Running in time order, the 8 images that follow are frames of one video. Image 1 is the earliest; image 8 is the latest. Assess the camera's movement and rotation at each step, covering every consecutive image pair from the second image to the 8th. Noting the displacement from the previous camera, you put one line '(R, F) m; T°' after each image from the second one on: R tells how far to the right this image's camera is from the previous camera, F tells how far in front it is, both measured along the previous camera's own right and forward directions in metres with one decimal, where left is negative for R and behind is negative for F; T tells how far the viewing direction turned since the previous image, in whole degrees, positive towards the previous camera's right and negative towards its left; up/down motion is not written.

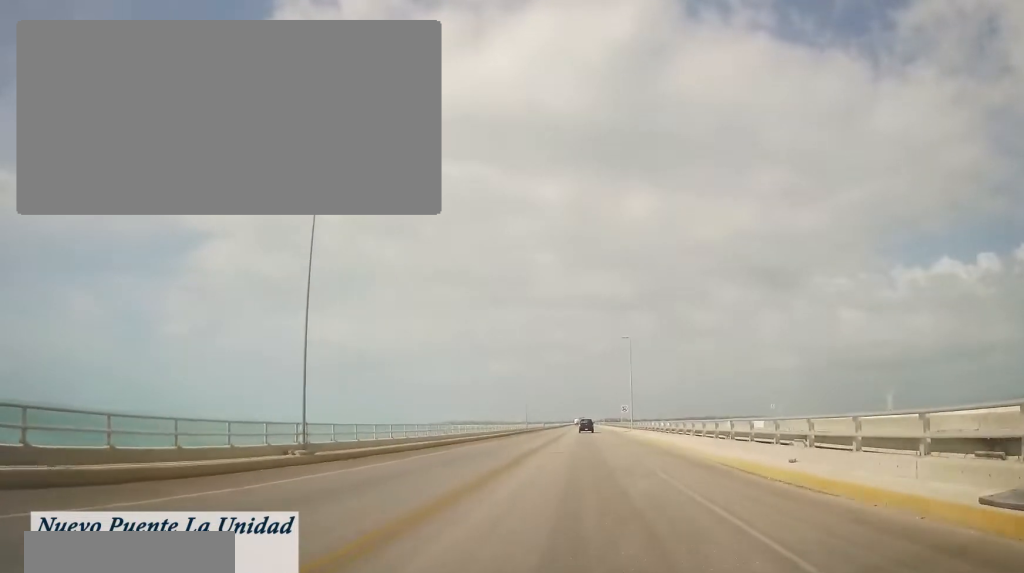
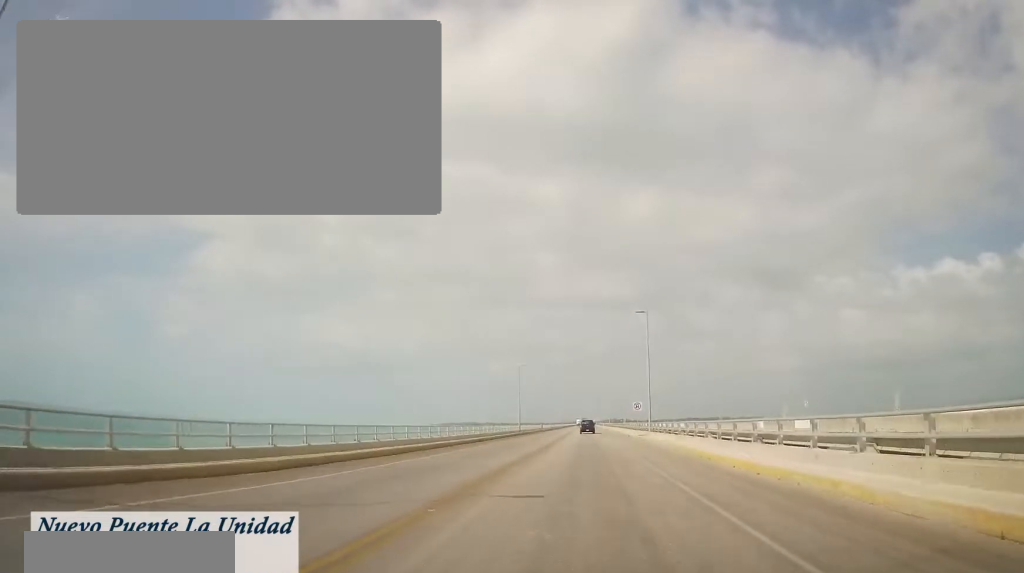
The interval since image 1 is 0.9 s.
(-0.4, +15.3) m; -1°
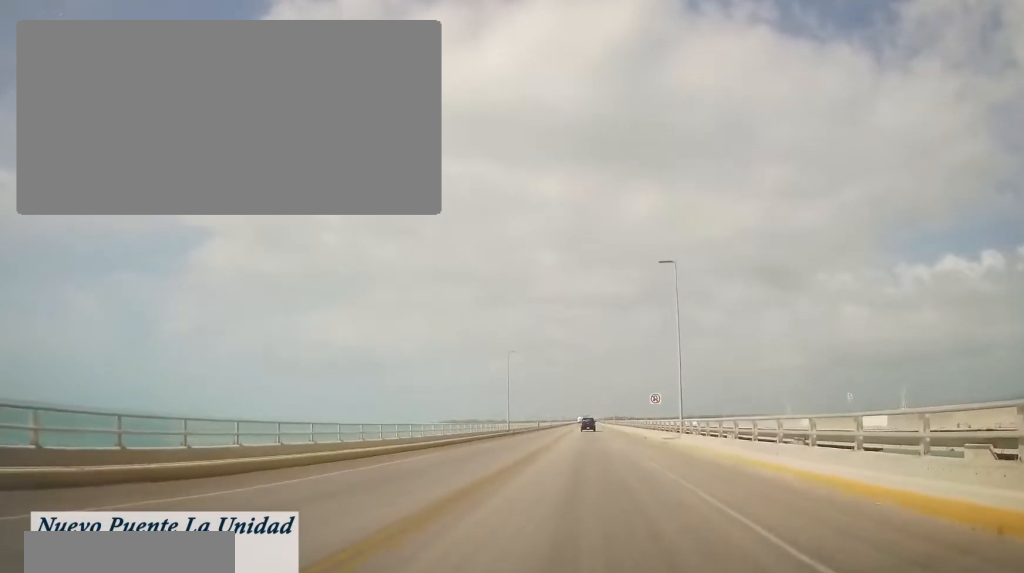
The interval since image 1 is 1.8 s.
(0.0, +14.8) m; +1°
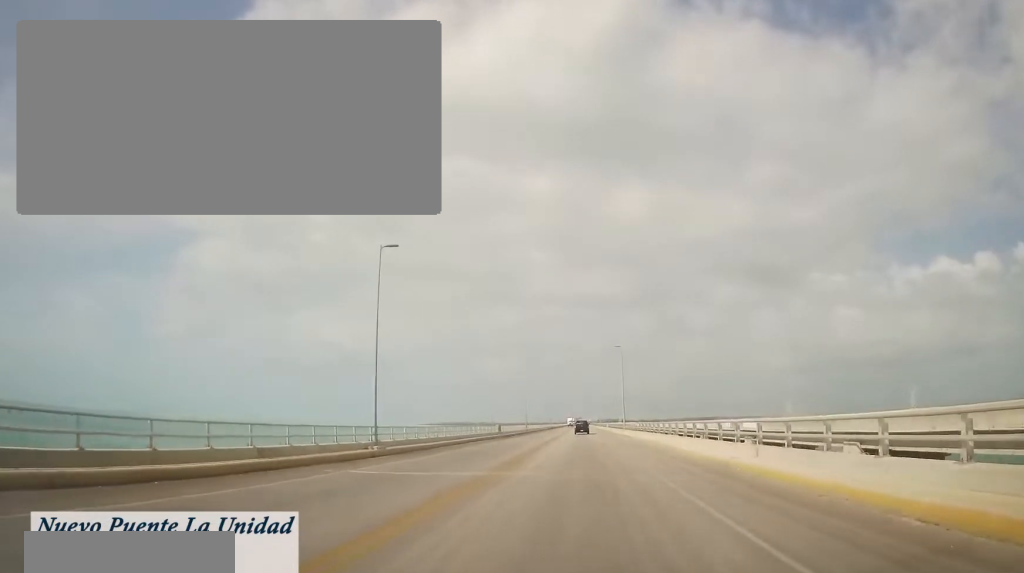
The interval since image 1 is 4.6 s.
(+0.8, +45.0) m; +2°
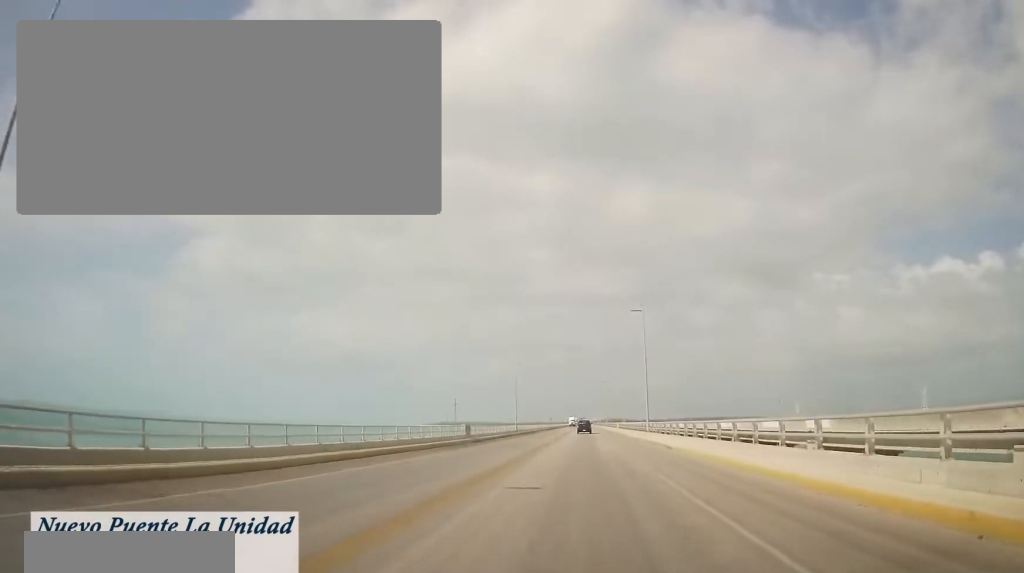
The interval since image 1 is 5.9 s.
(+0.2, +21.4) m; 0°
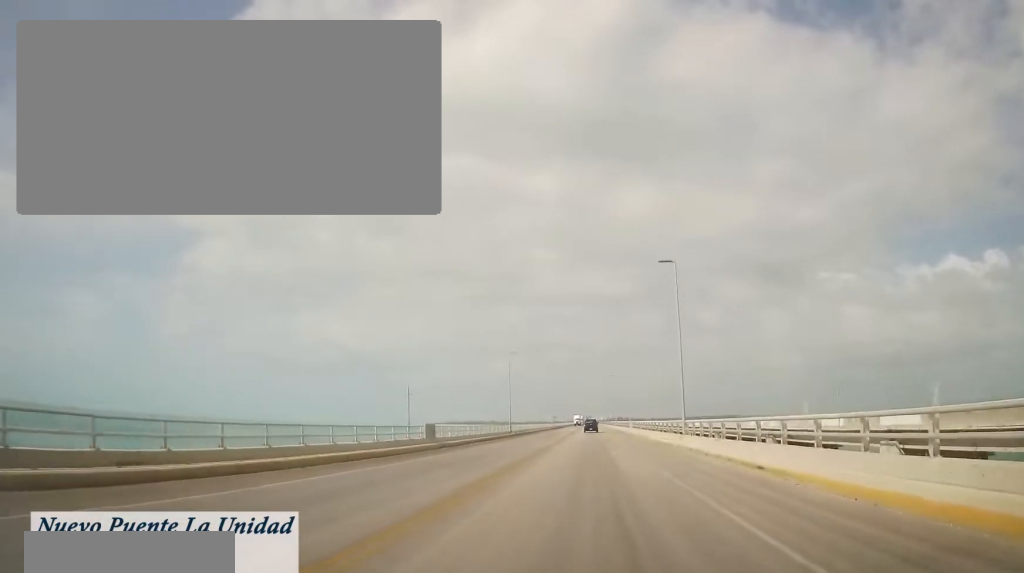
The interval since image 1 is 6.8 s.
(0.0, +14.1) m; 0°
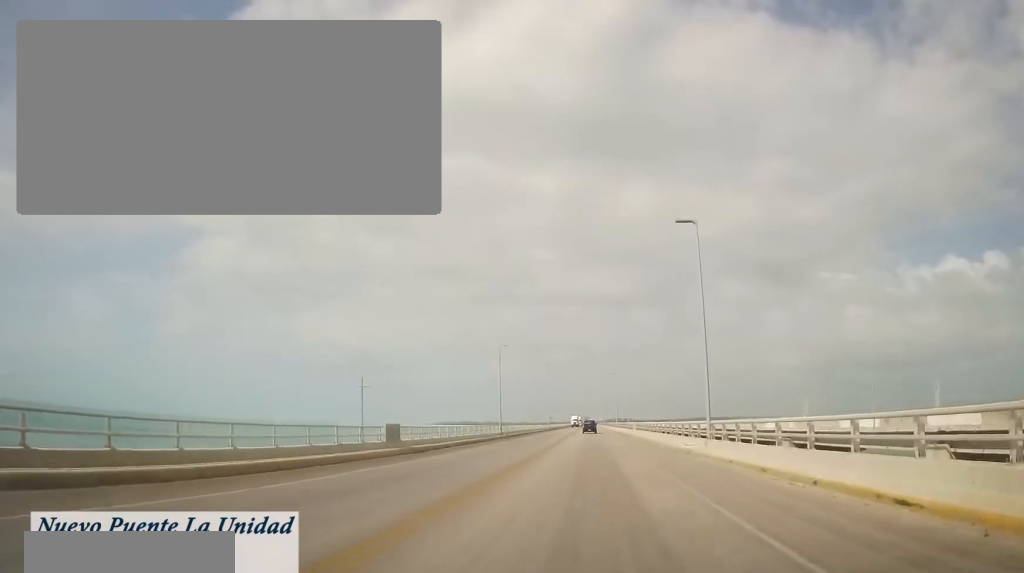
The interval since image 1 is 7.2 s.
(+0.1, +6.9) m; 0°
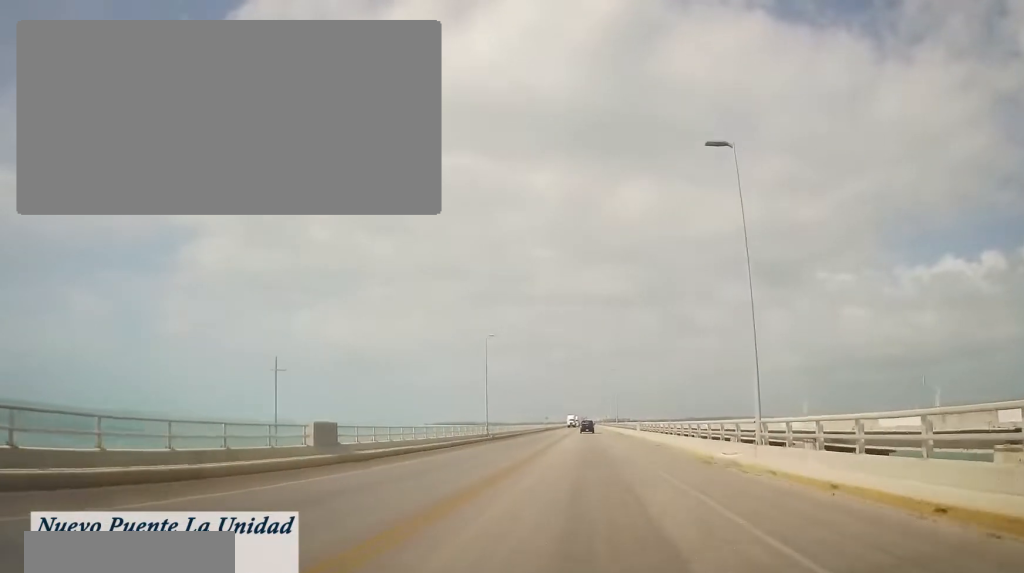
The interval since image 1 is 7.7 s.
(-0.1, +7.6) m; +1°
